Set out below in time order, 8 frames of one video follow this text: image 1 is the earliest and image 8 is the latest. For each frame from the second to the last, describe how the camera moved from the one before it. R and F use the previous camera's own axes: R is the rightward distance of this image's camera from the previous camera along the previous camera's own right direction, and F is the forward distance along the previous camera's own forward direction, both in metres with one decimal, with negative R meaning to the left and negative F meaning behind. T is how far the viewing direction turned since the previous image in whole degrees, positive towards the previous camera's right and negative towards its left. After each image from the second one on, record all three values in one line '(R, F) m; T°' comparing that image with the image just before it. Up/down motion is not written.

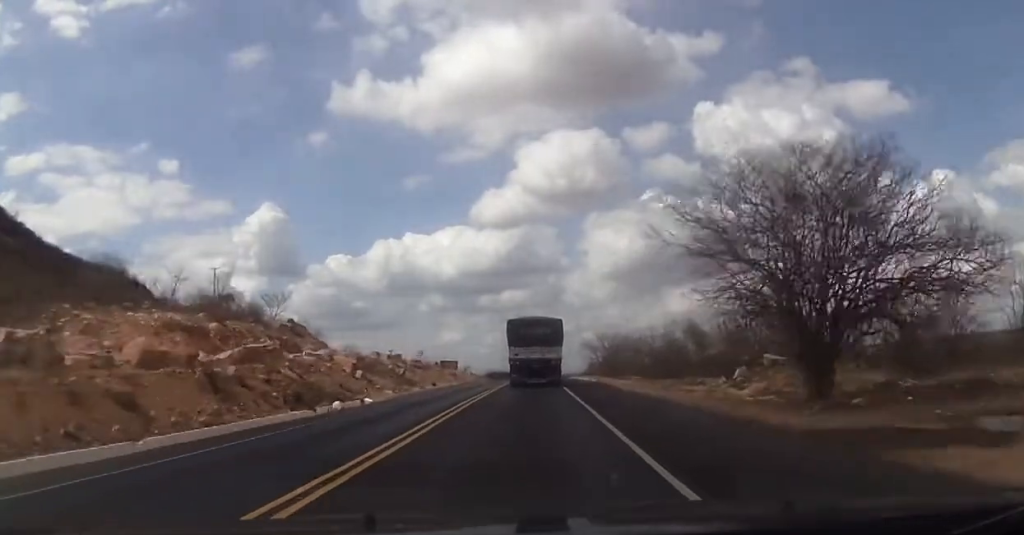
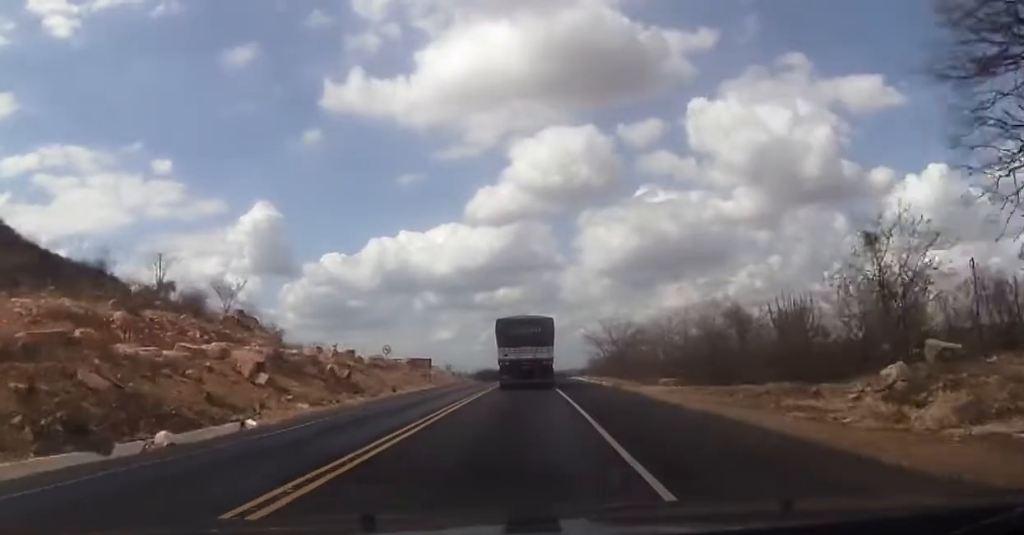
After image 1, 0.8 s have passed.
(+0.2, +17.5) m; 0°
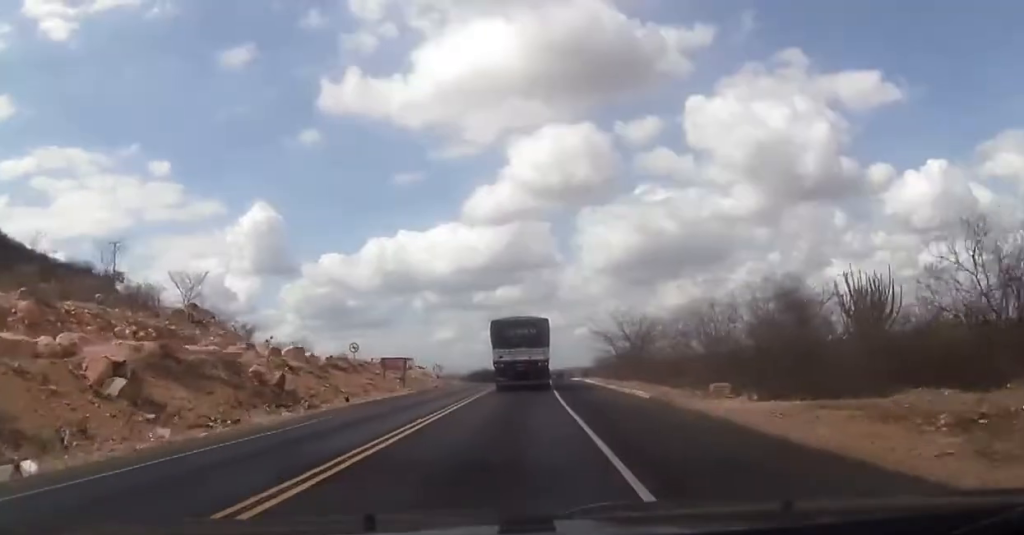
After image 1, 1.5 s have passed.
(0.0, +12.7) m; 0°
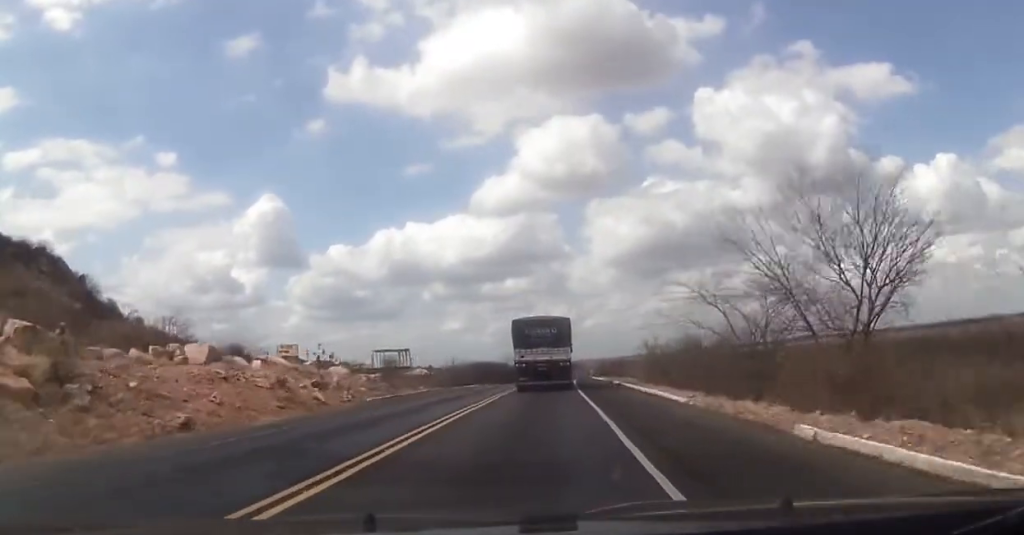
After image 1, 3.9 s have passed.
(+0.1, +45.4) m; -1°
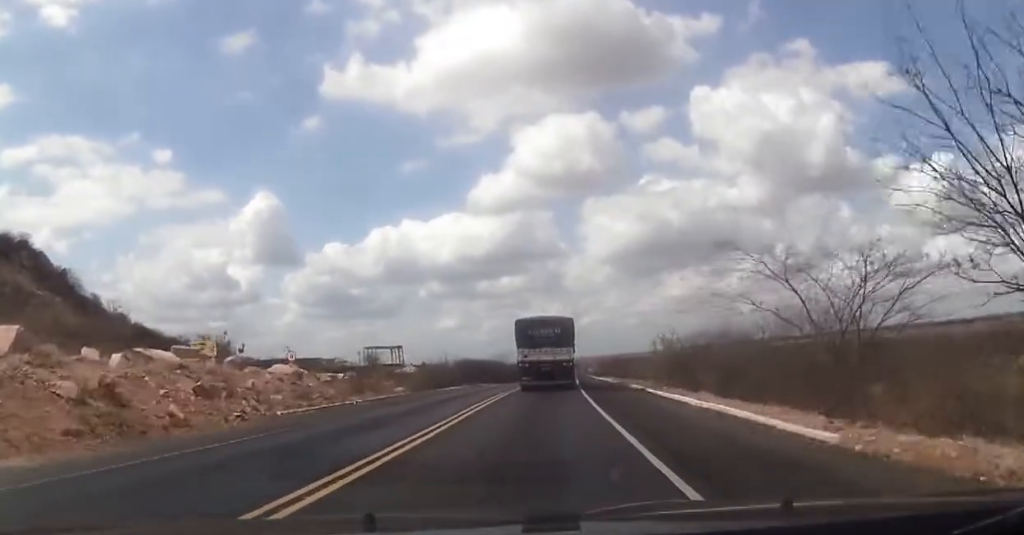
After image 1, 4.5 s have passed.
(-0.1, +11.0) m; 0°
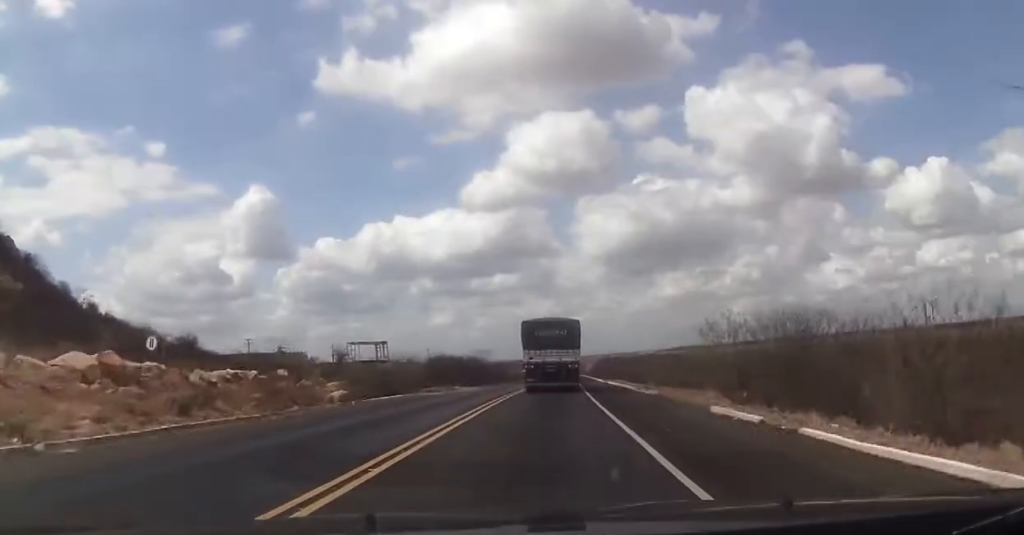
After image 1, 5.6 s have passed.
(0.0, +19.7) m; +1°
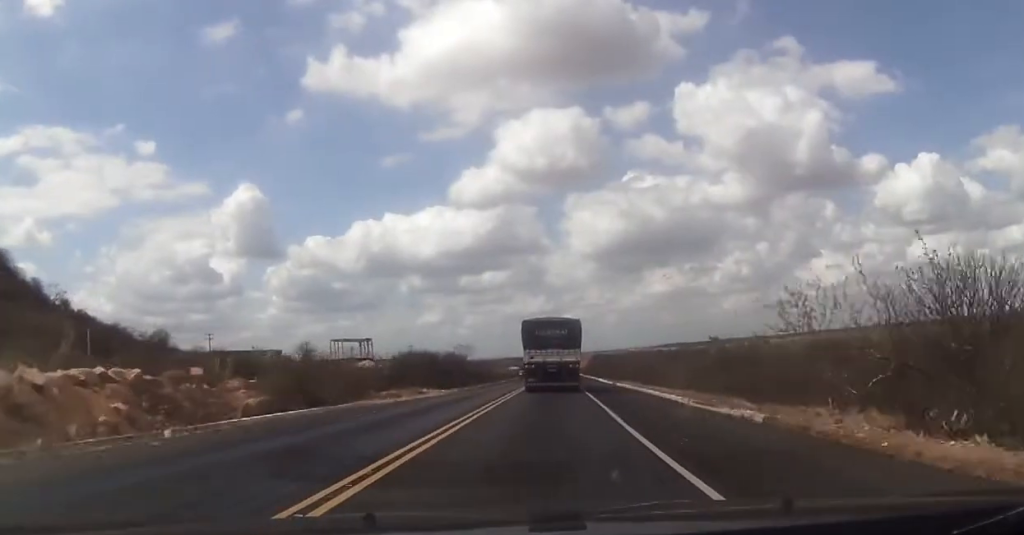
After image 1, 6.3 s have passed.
(0.0, +14.2) m; +1°
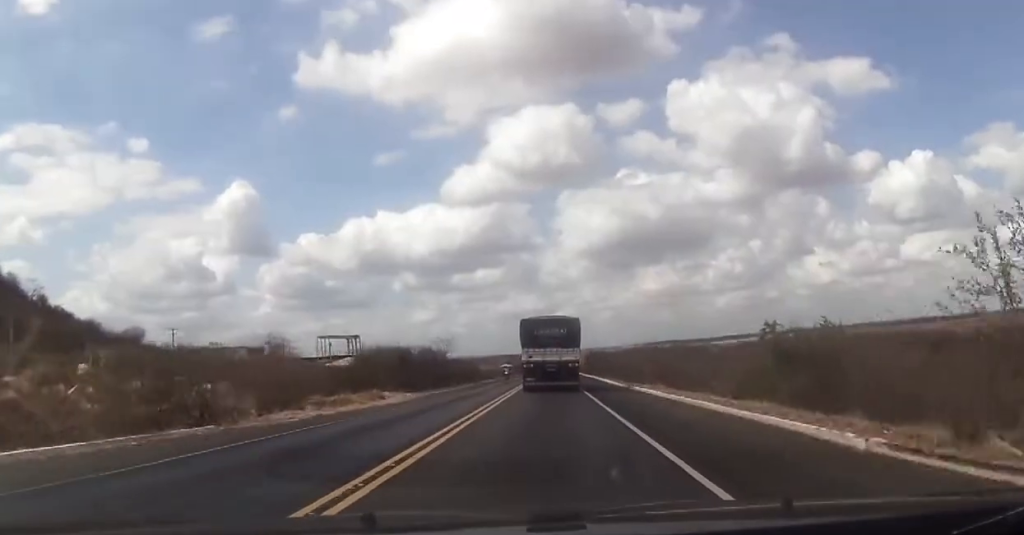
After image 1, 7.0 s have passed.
(+0.3, +11.8) m; 0°
